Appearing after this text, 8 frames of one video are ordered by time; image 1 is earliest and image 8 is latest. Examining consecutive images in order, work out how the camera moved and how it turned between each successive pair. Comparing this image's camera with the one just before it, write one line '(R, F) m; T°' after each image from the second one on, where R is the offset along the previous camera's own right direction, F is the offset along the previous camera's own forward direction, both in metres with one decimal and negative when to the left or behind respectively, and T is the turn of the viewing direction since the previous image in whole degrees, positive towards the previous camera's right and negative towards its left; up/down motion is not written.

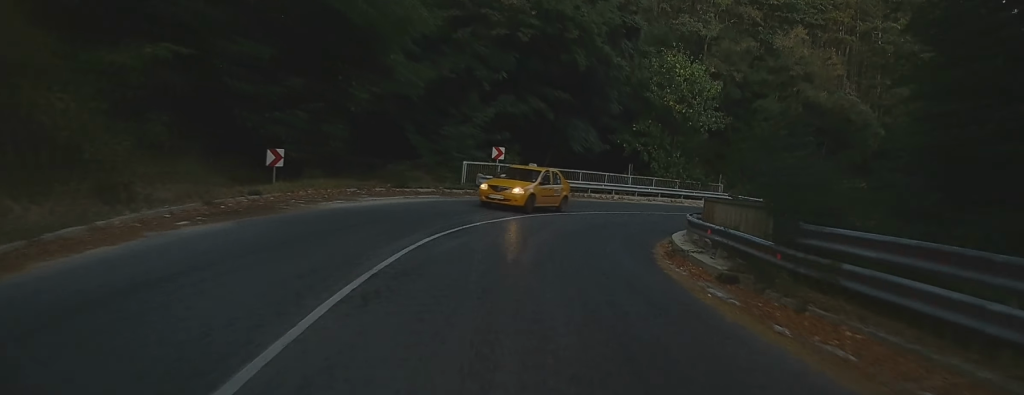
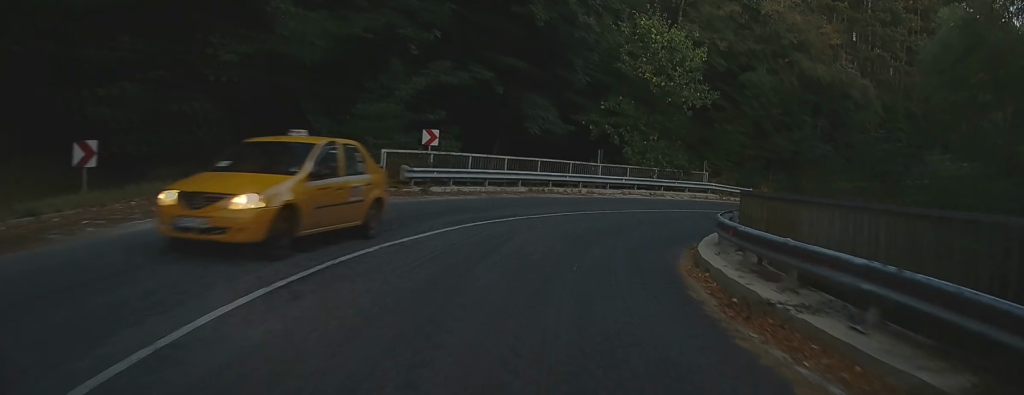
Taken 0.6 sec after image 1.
(0.0, +7.7) m; +4°
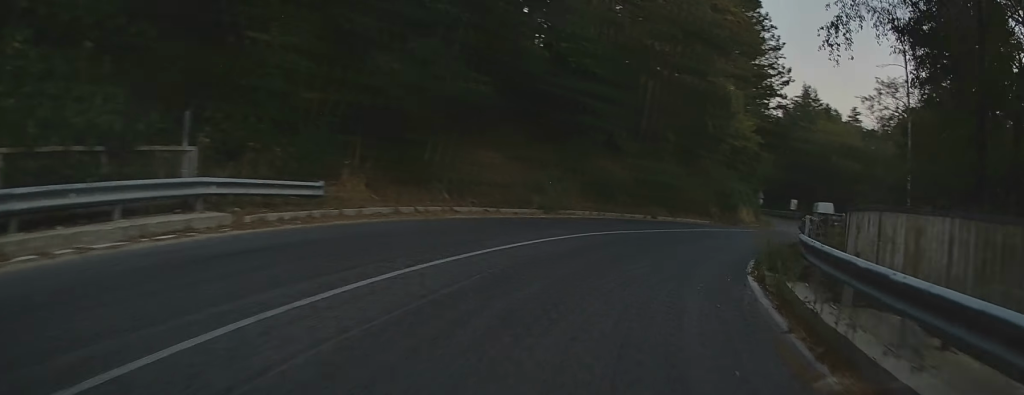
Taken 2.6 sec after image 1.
(+7.6, +23.8) m; +43°
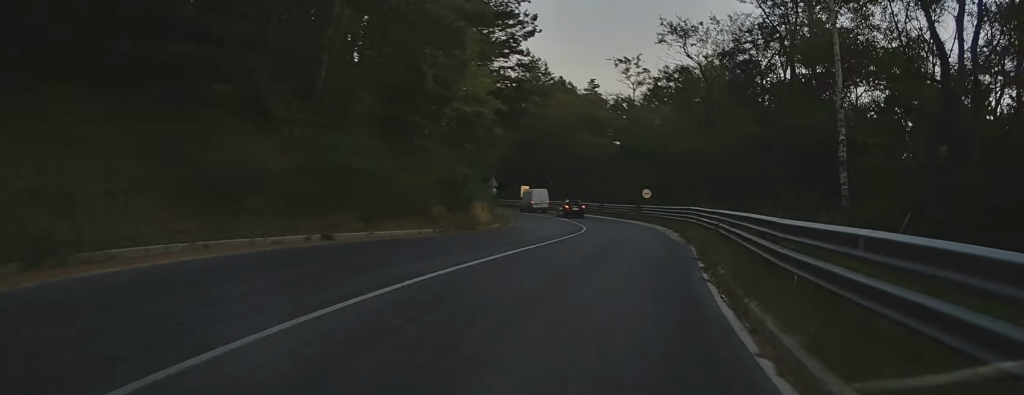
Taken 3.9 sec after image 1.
(+3.5, +14.5) m; +17°
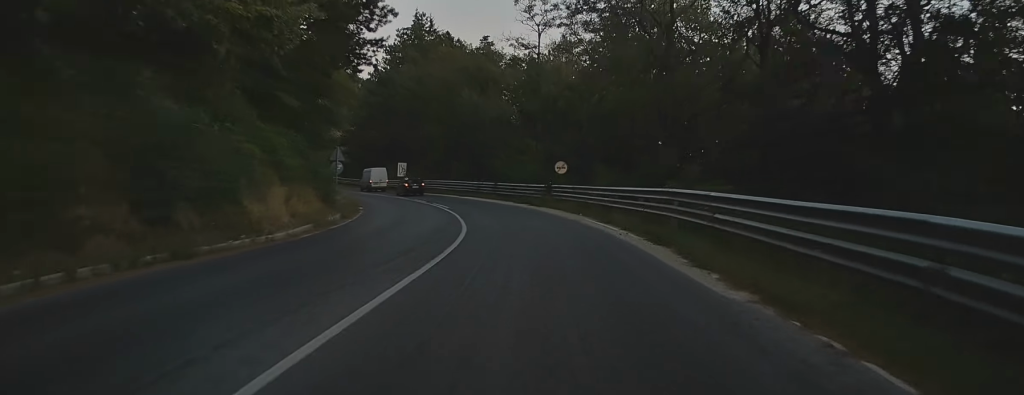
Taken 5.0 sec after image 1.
(+0.7, +15.2) m; +2°
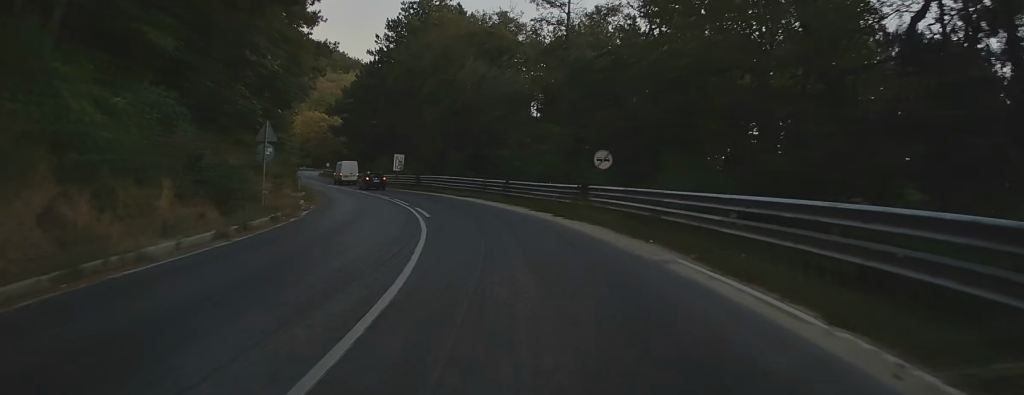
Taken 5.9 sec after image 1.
(0.0, +12.1) m; -3°
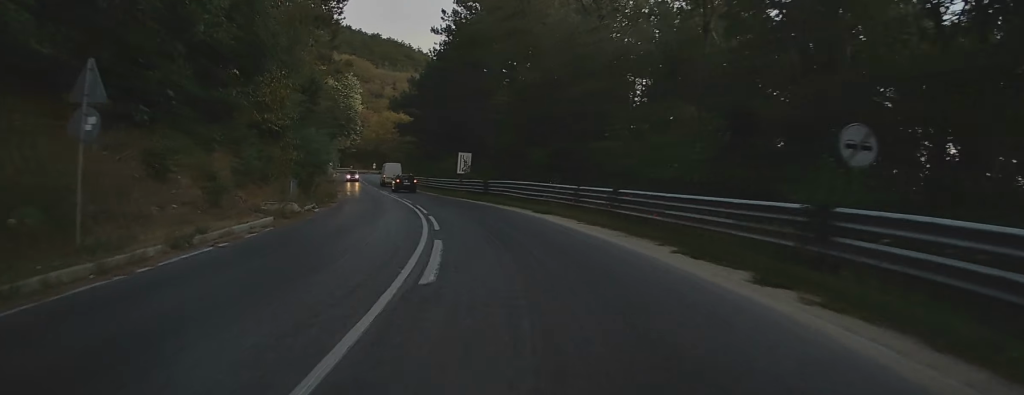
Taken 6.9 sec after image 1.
(-0.7, +14.6) m; -7°
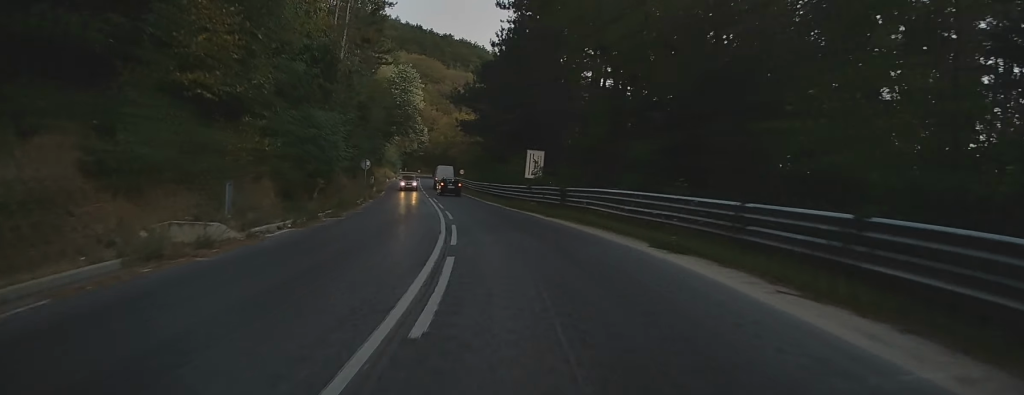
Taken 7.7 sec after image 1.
(-0.7, +11.8) m; -8°
